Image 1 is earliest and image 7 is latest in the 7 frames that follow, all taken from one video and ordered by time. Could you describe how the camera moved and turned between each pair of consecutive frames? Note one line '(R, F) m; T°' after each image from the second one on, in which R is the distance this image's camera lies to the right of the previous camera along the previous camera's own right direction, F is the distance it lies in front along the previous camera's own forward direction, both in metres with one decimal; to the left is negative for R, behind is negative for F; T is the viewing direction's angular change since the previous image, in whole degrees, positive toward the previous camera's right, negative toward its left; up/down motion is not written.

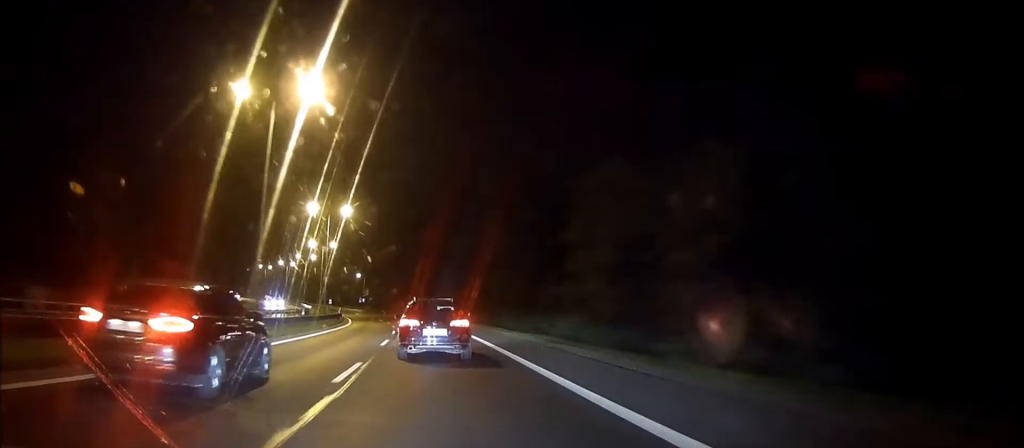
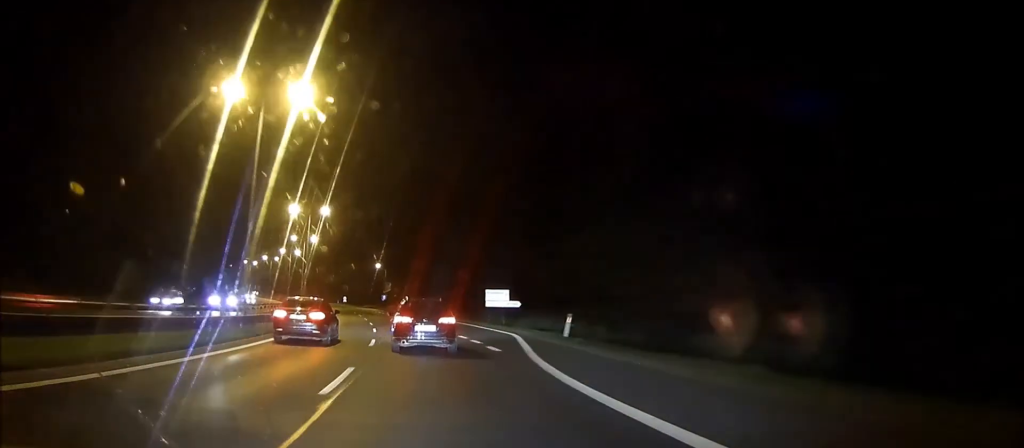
(-1.9, +36.6) m; -6°
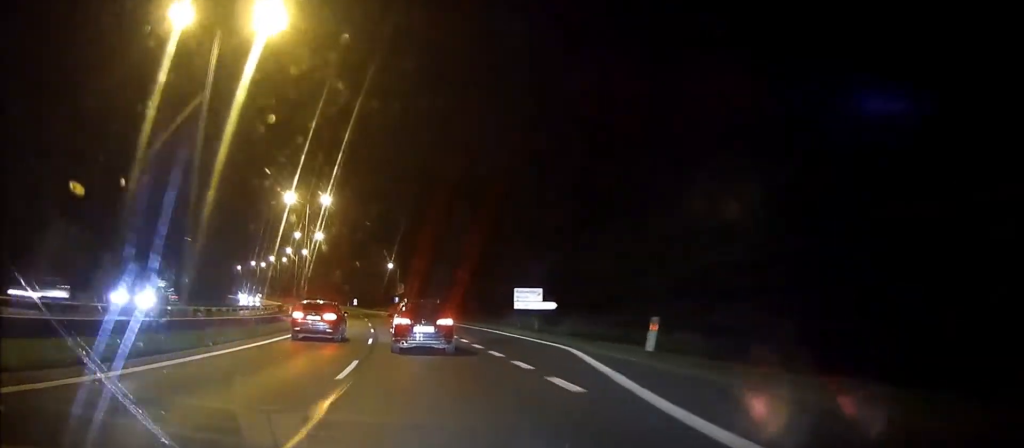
(0.0, +9.4) m; -2°
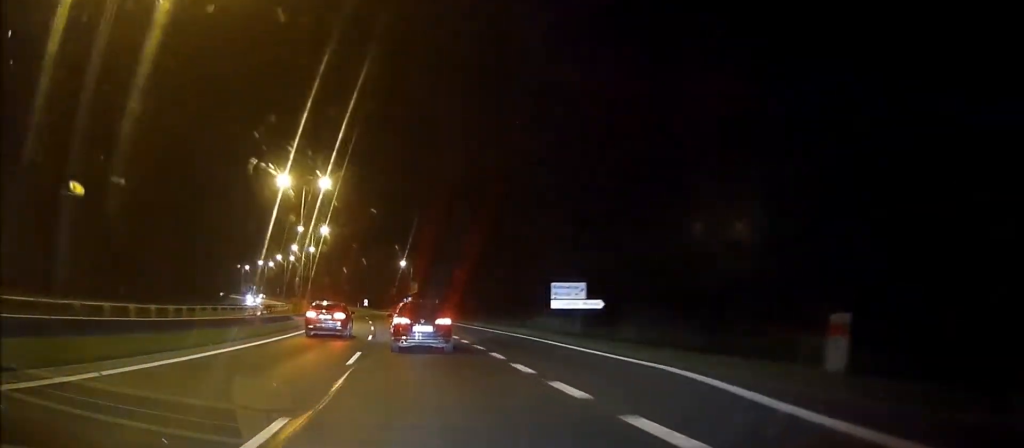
(-0.3, +8.8) m; -1°
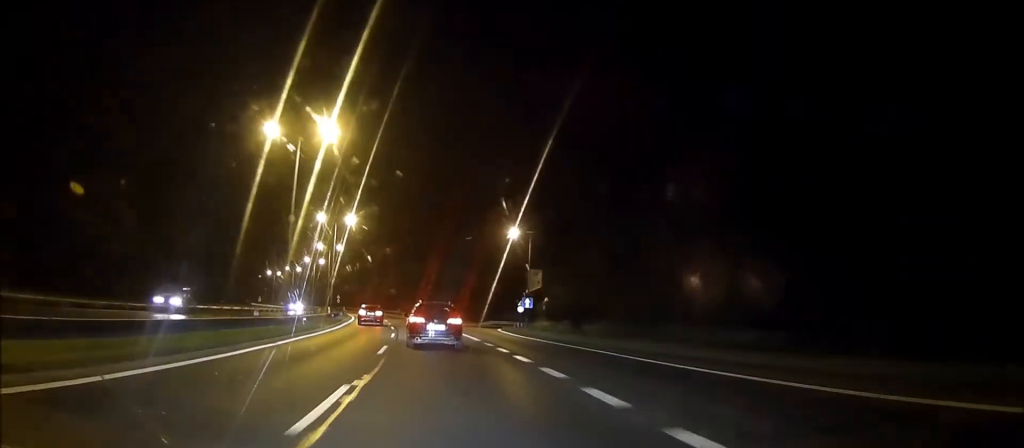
(-3.8, +56.5) m; -8°
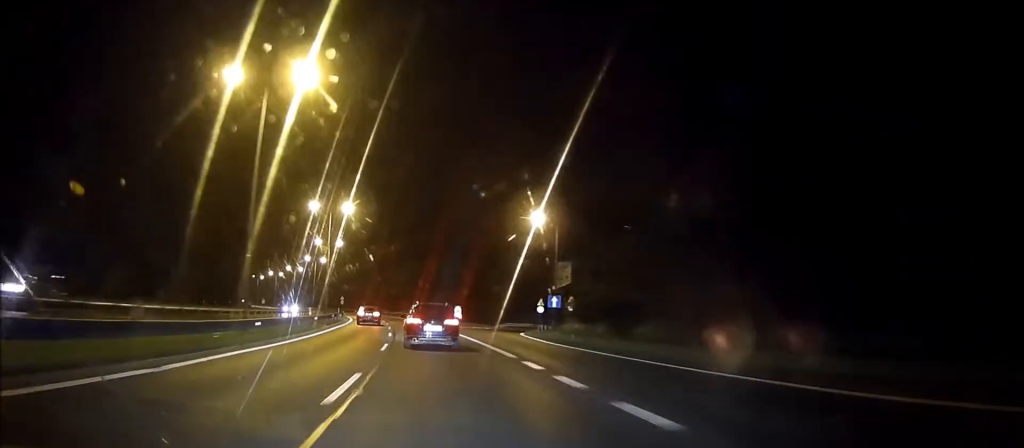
(-0.3, +10.0) m; -1°
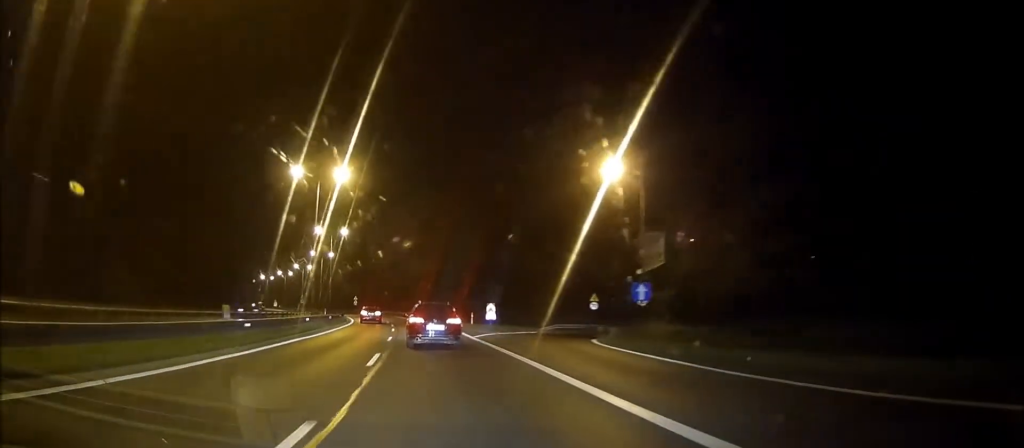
(-0.3, +17.7) m; -1°
